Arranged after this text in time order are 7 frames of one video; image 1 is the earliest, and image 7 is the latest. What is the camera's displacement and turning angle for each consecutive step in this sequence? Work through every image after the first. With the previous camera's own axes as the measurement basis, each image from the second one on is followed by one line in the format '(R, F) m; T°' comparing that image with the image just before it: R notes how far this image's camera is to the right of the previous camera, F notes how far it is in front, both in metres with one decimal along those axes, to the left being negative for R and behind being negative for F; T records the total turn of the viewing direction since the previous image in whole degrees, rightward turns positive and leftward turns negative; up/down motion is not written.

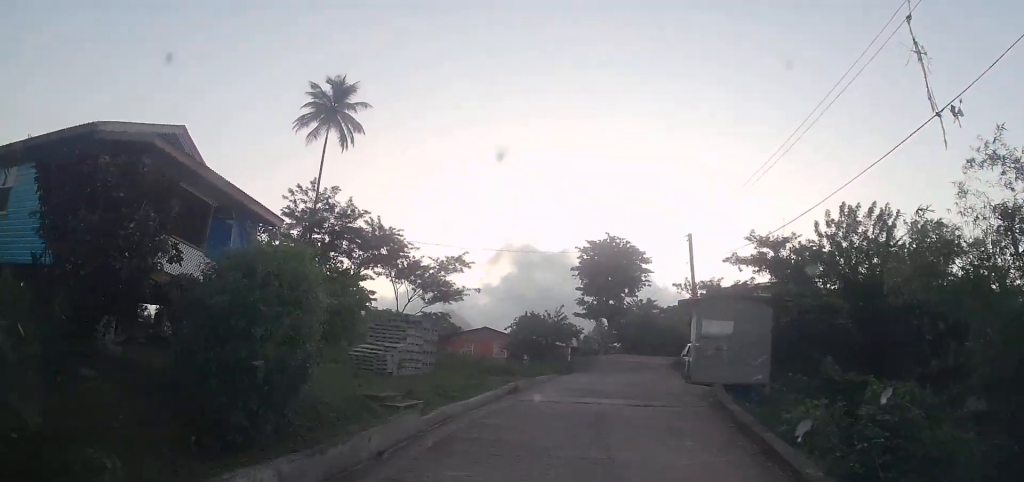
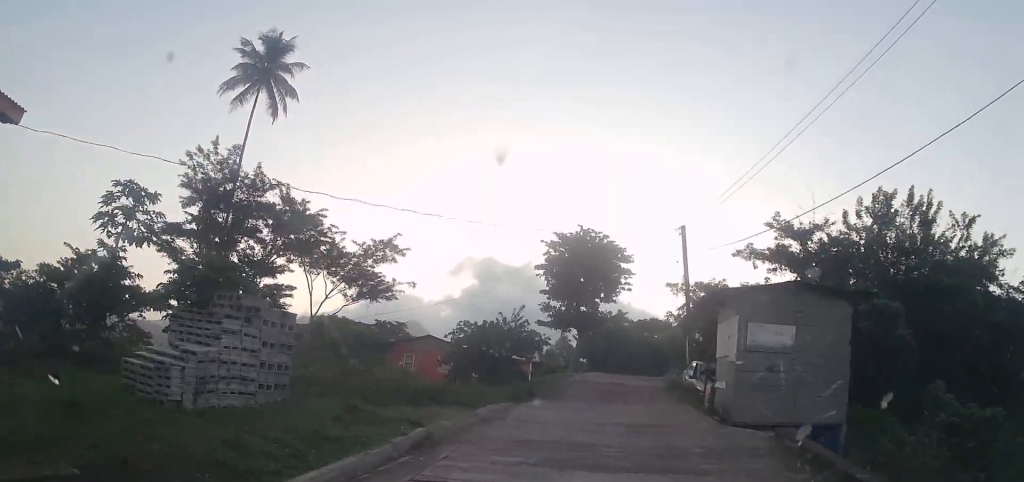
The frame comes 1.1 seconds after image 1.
(+0.3, +6.3) m; +1°
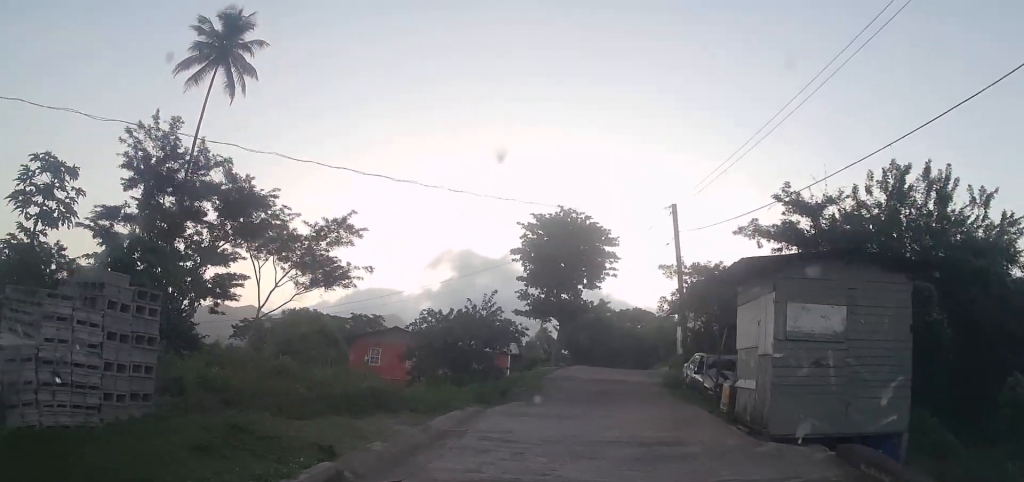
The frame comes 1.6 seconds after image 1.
(0.0, +2.8) m; +1°
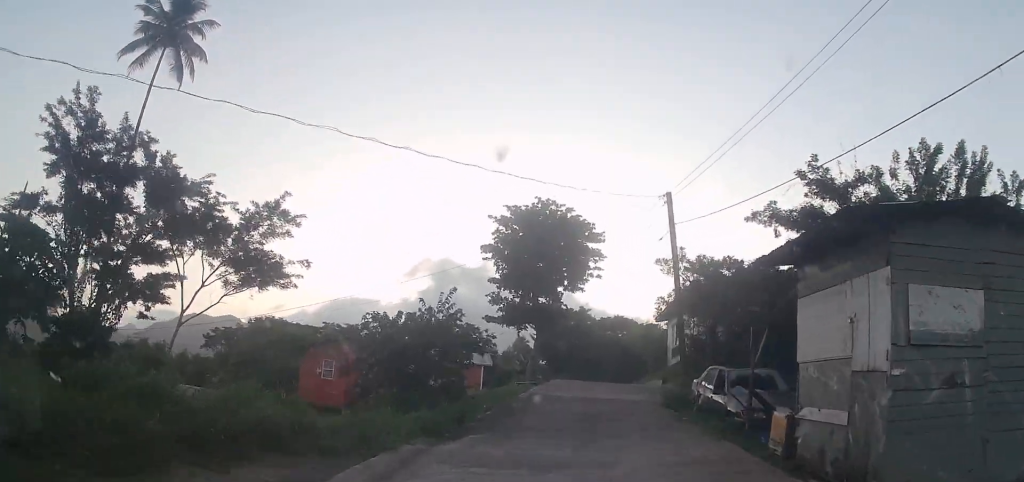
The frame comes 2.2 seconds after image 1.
(-0.2, +3.7) m; +4°
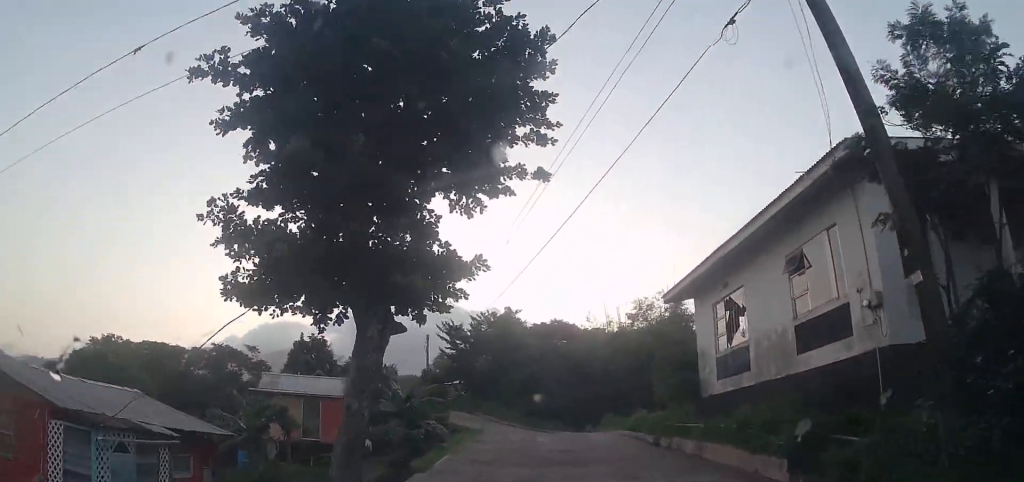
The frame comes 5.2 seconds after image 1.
(+1.9, +18.8) m; +4°
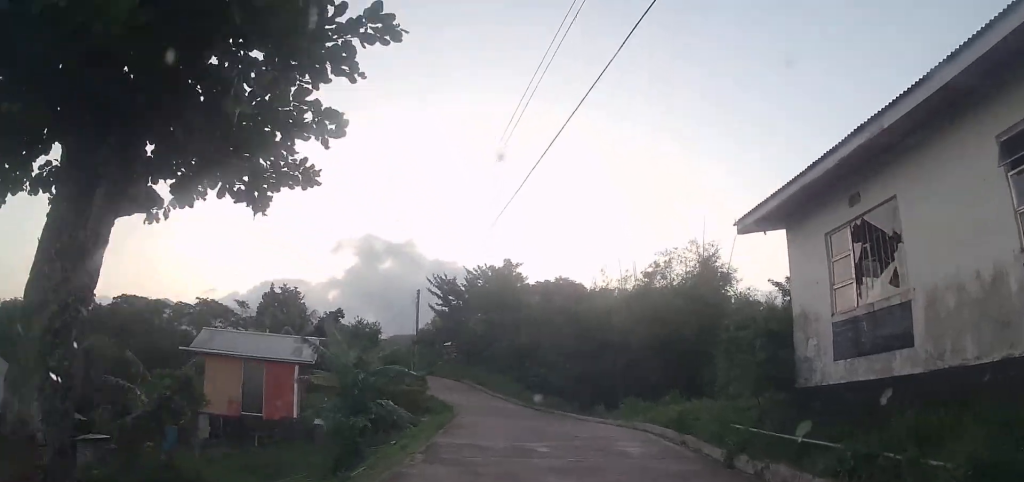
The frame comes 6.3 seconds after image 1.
(-0.9, +6.0) m; 0°
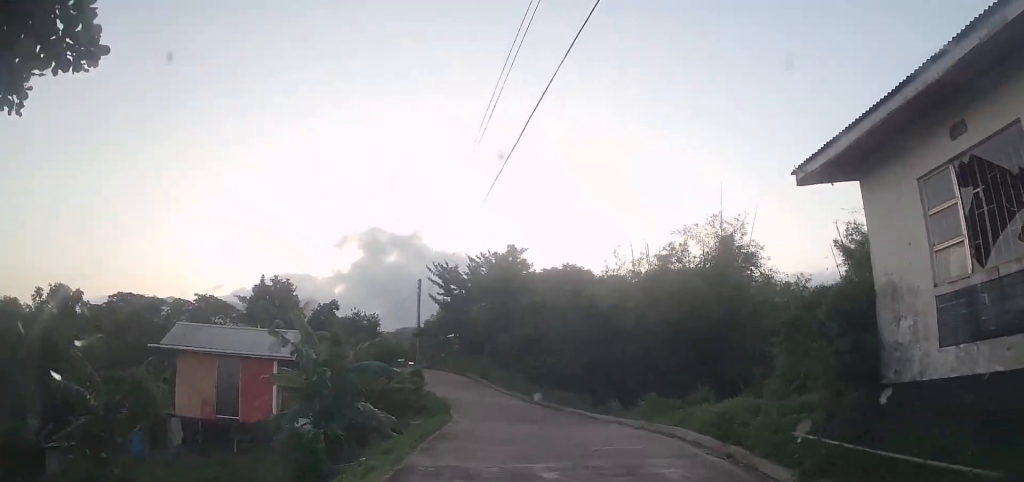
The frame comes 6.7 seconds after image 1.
(+0.3, +2.4) m; +1°
